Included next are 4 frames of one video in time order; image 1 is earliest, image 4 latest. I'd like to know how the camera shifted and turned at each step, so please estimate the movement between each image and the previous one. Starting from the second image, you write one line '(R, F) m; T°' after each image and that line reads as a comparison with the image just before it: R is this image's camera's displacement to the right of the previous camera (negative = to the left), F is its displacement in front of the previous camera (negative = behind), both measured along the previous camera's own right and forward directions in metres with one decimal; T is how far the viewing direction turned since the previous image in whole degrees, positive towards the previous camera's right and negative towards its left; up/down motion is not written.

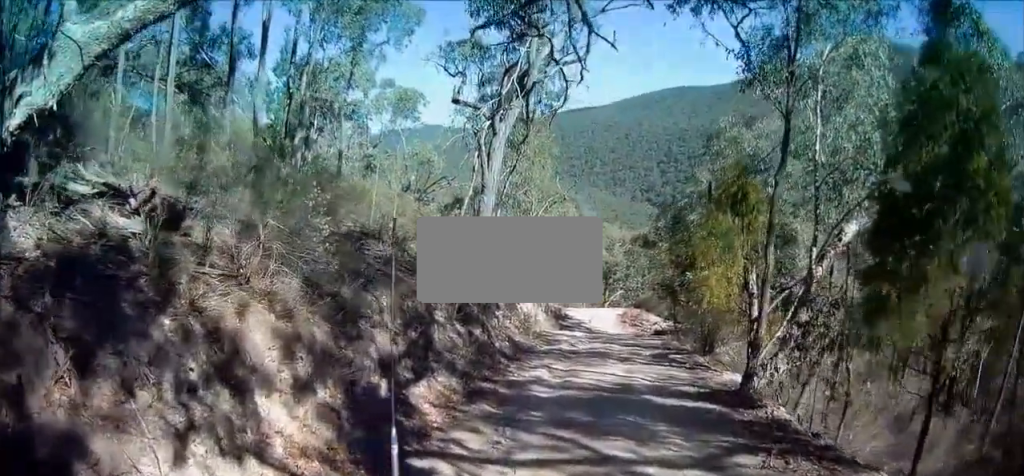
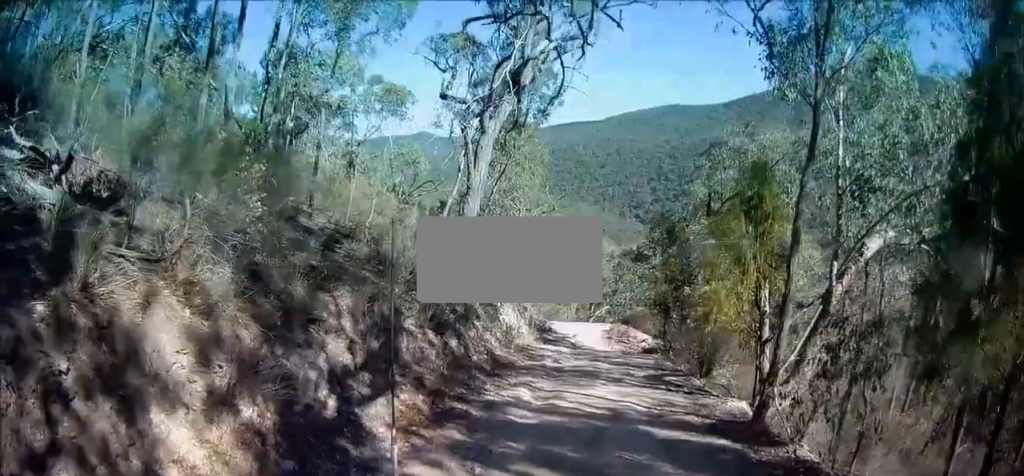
(-0.1, +1.2) m; +1°
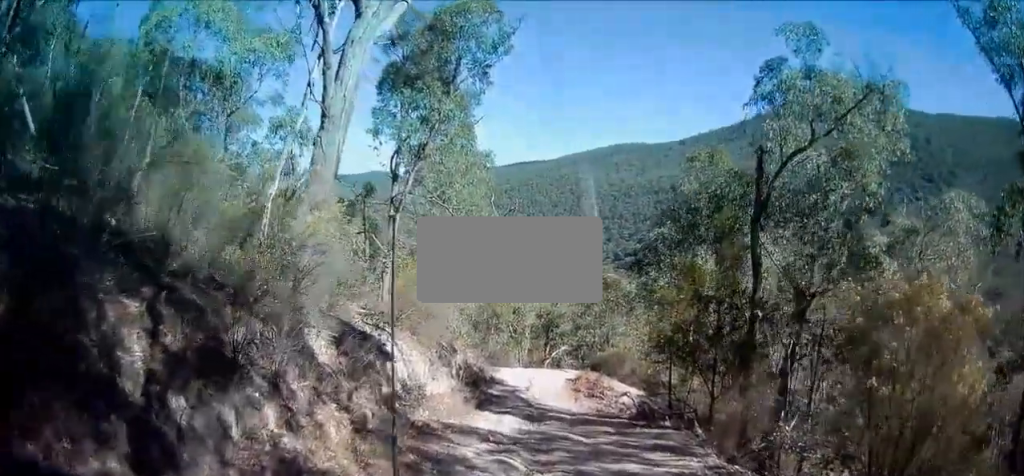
(-0.2, +9.1) m; -1°
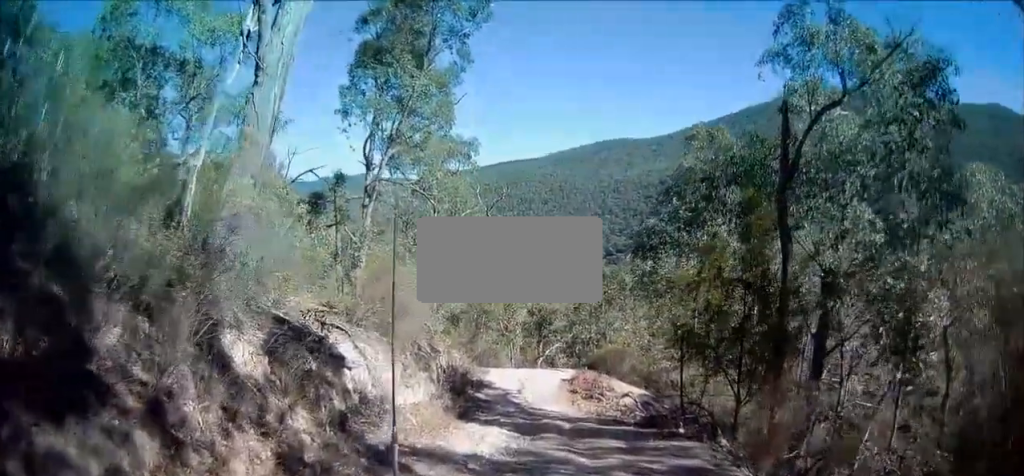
(+0.1, +2.1) m; 0°
